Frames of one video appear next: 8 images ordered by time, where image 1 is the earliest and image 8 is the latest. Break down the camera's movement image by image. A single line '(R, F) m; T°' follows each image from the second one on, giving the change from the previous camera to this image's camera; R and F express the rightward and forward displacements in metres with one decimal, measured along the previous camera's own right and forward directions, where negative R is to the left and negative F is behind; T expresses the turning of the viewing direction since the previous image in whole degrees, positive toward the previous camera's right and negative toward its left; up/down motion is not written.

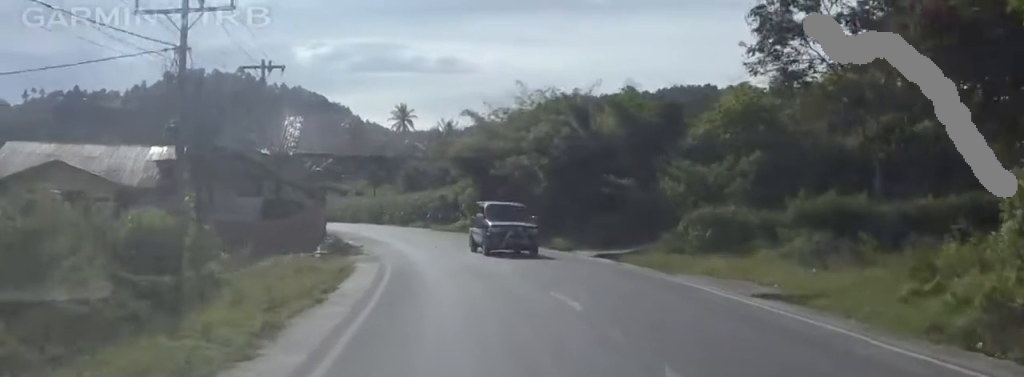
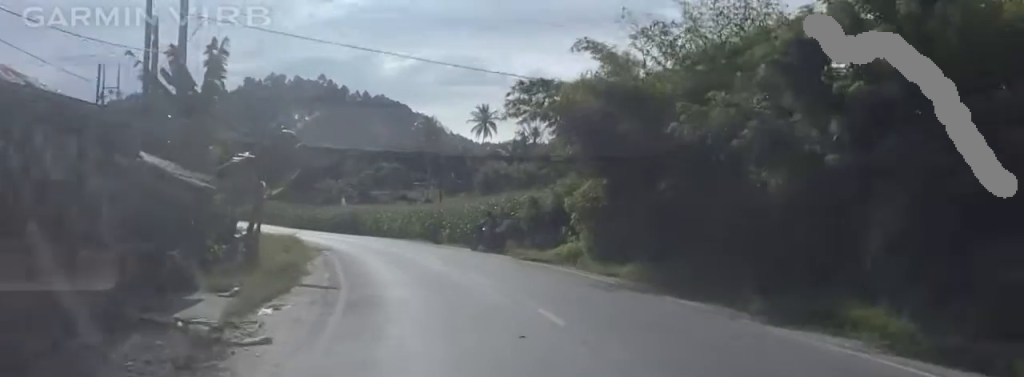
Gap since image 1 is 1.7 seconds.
(-0.2, +24.9) m; -4°
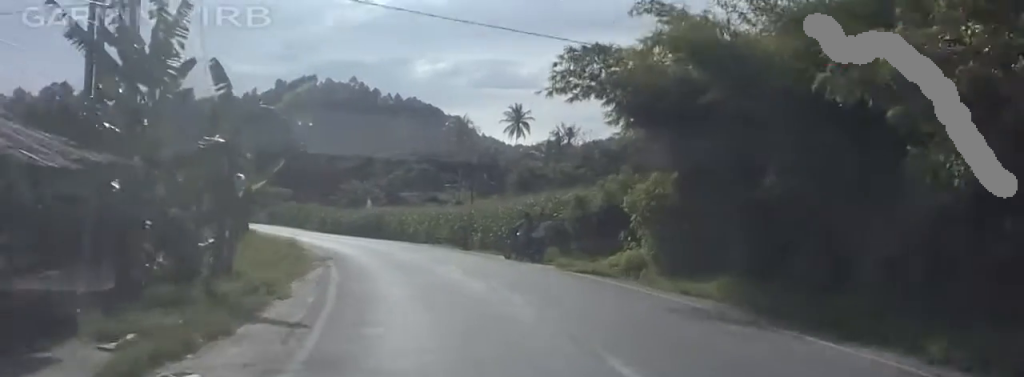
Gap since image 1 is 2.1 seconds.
(0.0, +5.8) m; -2°
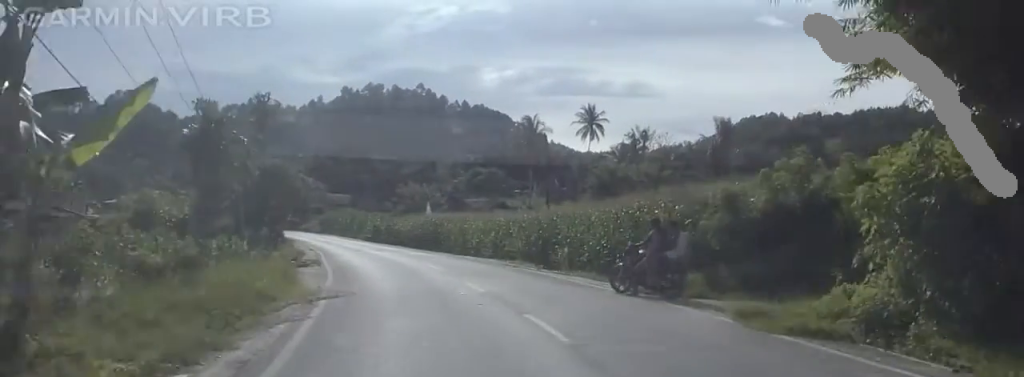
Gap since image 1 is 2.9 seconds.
(-0.1, +11.6) m; -4°
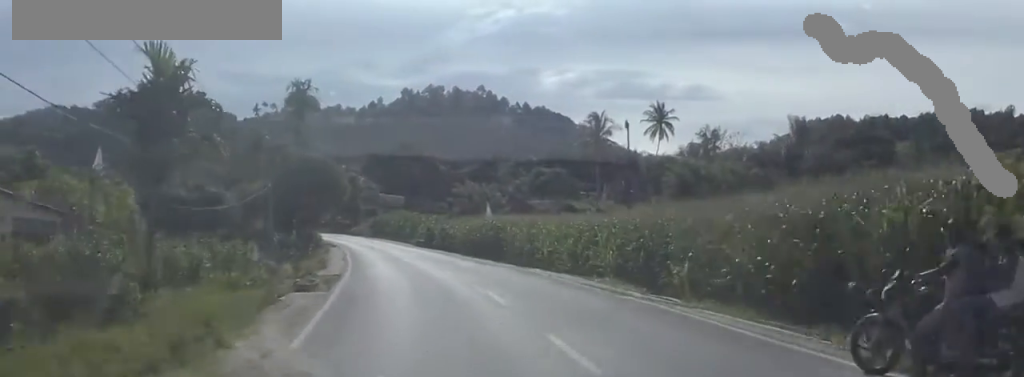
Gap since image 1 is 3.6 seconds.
(-0.7, +9.8) m; -4°
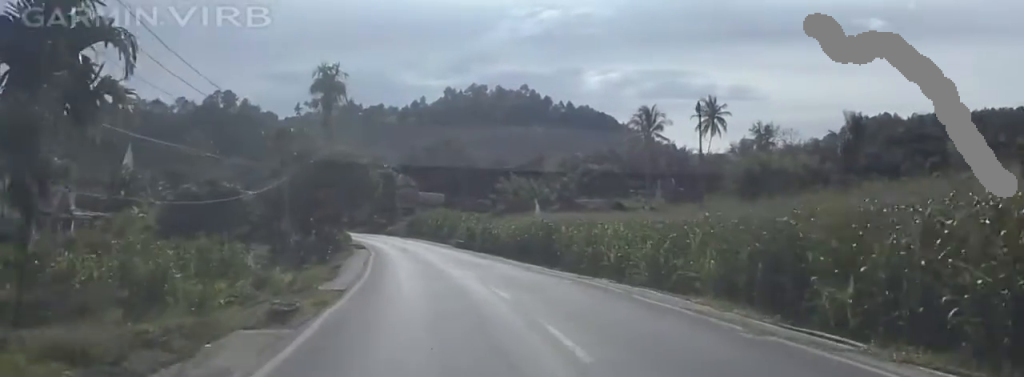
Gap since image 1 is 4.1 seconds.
(-0.1, +7.4) m; -2°
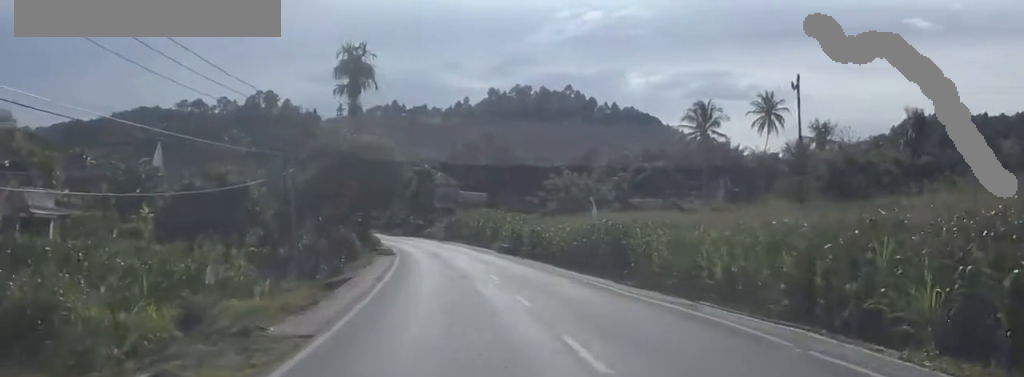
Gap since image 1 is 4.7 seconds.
(+0.2, +8.6) m; -3°
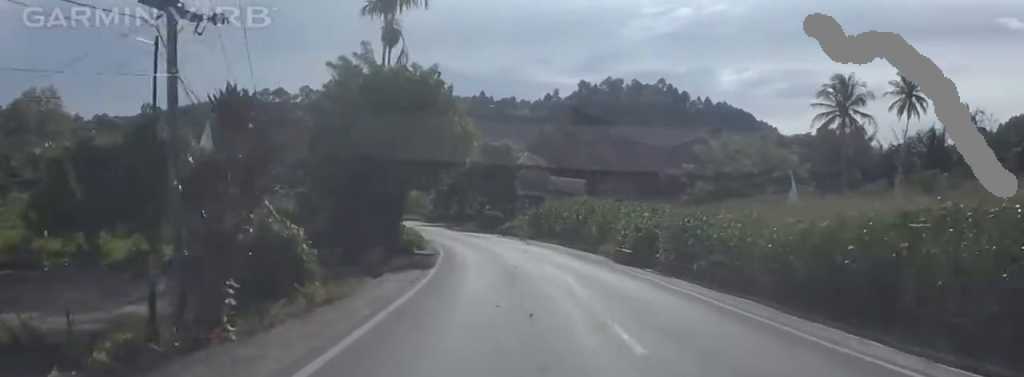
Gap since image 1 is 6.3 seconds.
(-1.6, +22.7) m; -5°
